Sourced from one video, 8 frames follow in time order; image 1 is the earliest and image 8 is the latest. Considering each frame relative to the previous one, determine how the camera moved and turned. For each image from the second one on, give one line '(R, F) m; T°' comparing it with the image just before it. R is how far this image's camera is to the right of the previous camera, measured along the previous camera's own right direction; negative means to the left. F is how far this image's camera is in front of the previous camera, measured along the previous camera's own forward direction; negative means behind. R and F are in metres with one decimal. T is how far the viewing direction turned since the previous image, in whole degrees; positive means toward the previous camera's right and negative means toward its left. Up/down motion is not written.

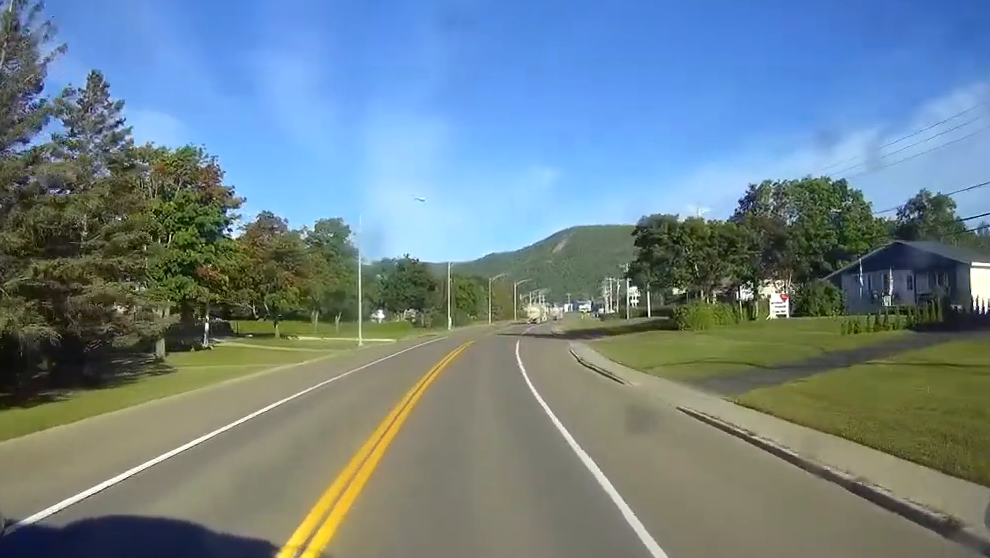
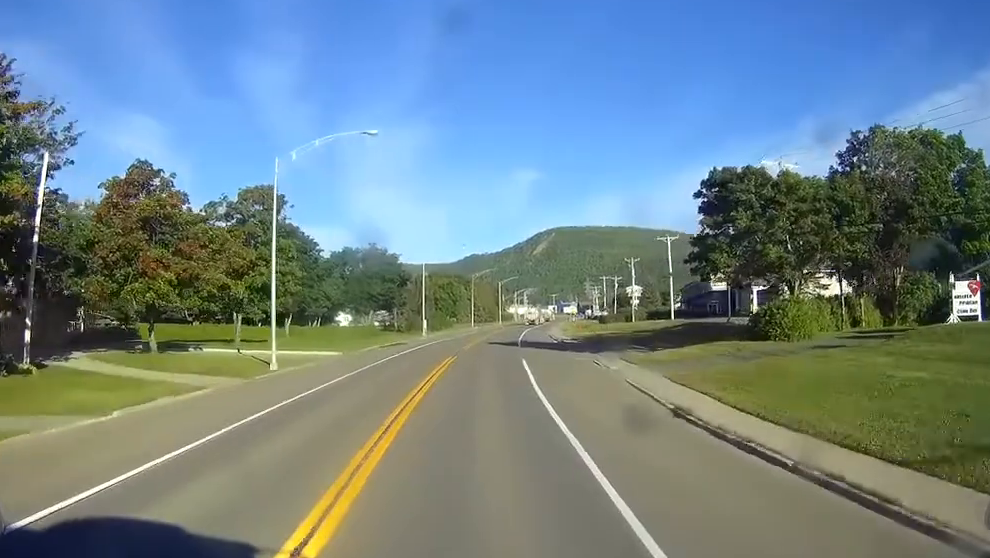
(+0.2, +22.7) m; +1°
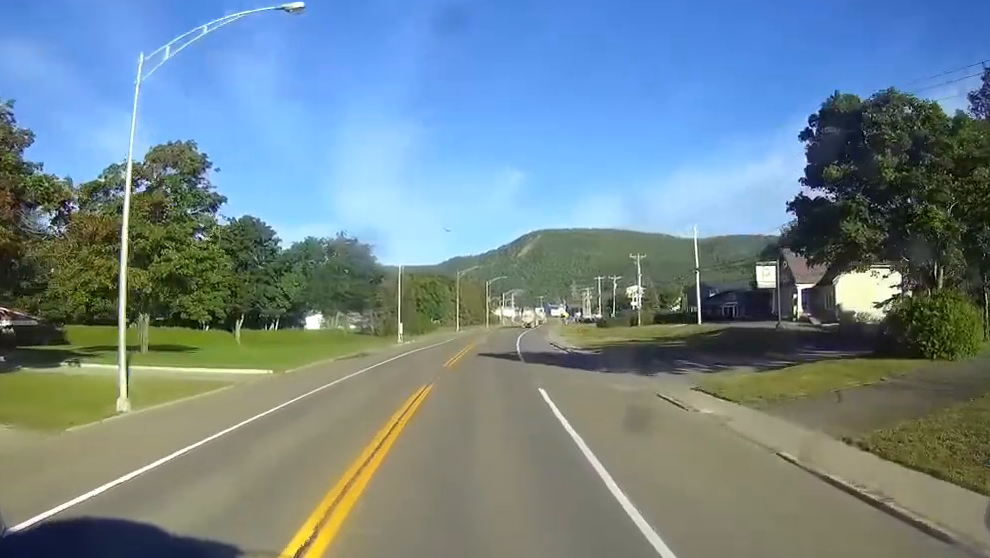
(+0.1, +16.0) m; +1°
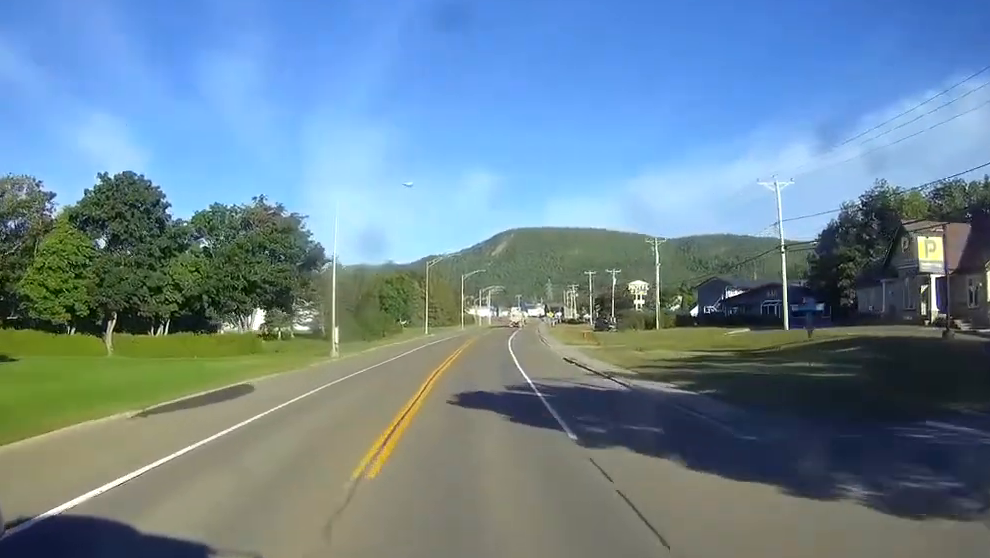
(+0.3, +26.6) m; +2°
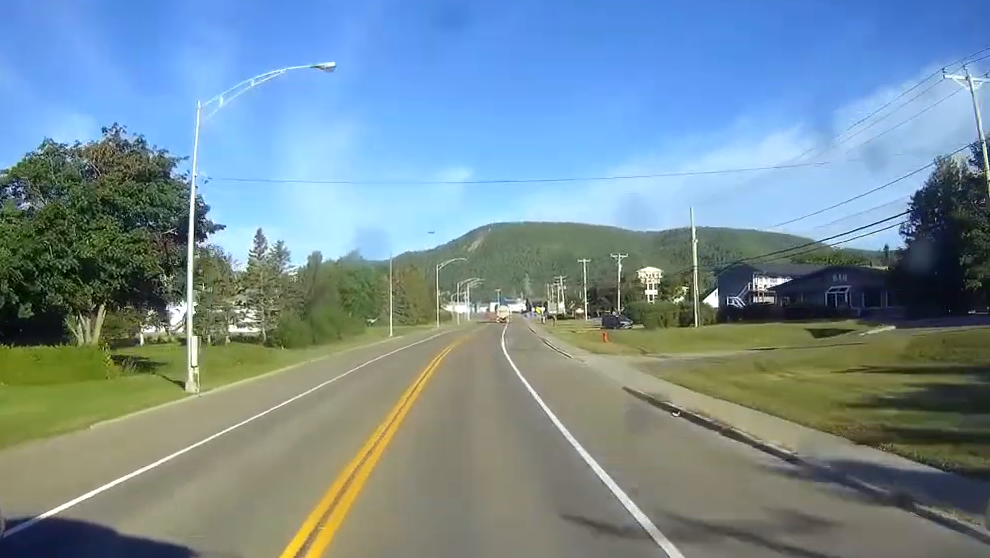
(+0.4, +24.5) m; +1°
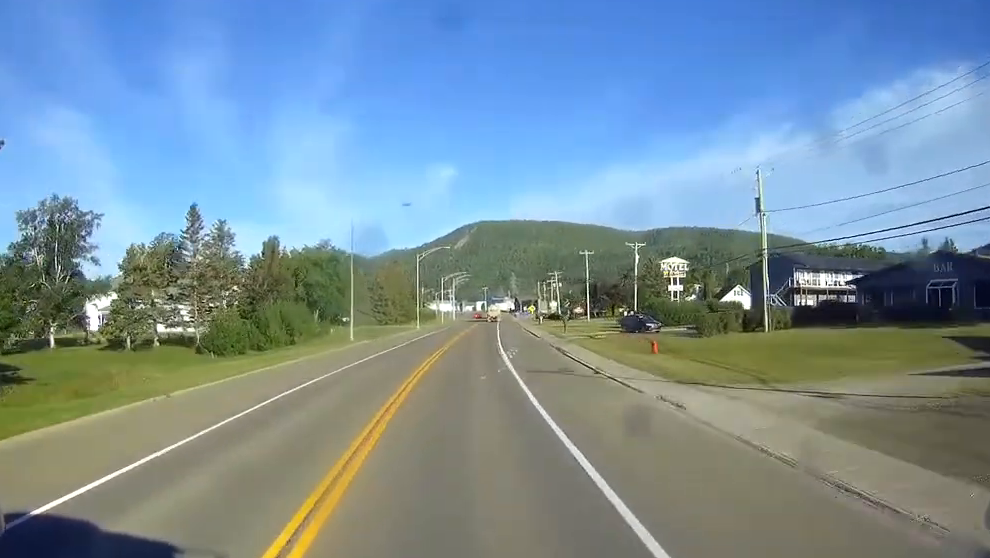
(+0.1, +20.4) m; +1°
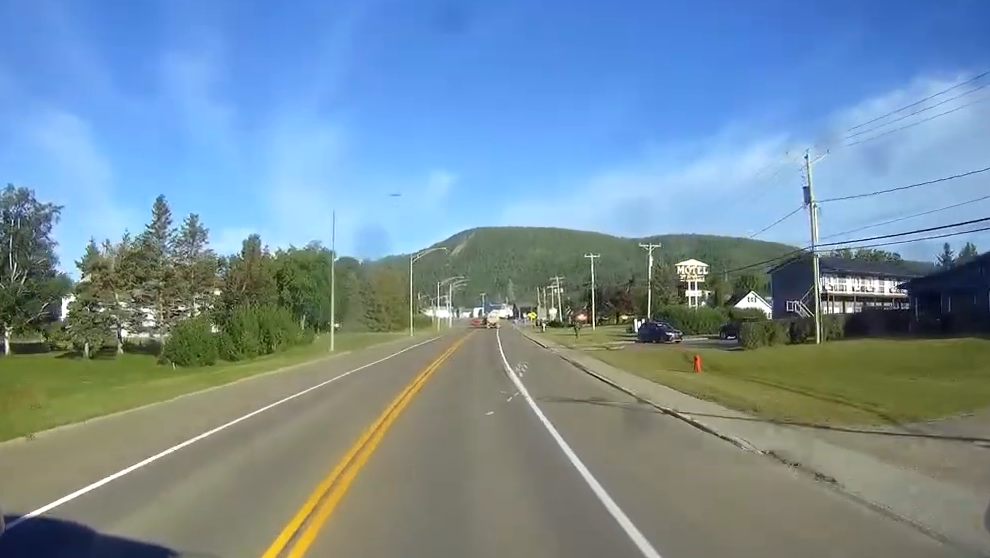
(0.0, +8.5) m; 0°
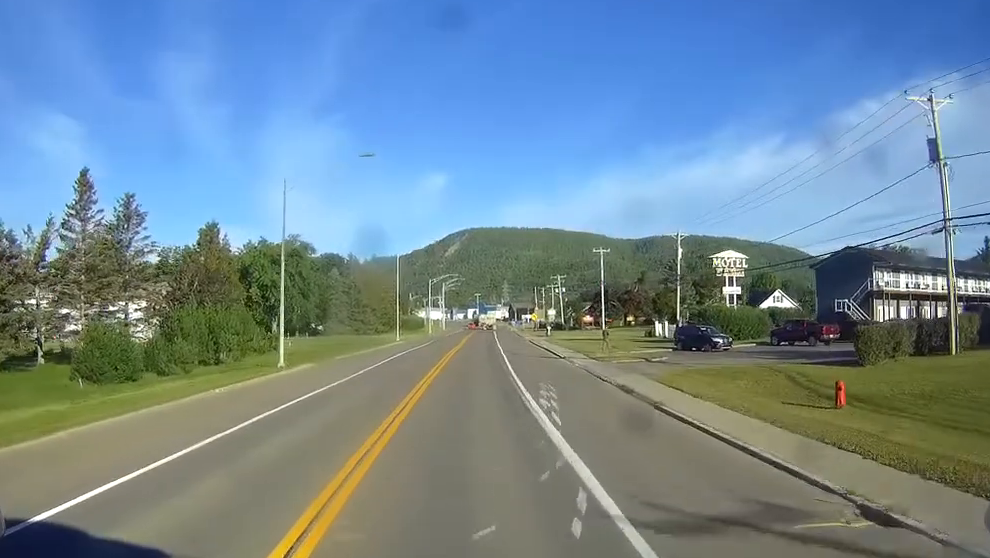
(+0.1, +14.4) m; +1°
